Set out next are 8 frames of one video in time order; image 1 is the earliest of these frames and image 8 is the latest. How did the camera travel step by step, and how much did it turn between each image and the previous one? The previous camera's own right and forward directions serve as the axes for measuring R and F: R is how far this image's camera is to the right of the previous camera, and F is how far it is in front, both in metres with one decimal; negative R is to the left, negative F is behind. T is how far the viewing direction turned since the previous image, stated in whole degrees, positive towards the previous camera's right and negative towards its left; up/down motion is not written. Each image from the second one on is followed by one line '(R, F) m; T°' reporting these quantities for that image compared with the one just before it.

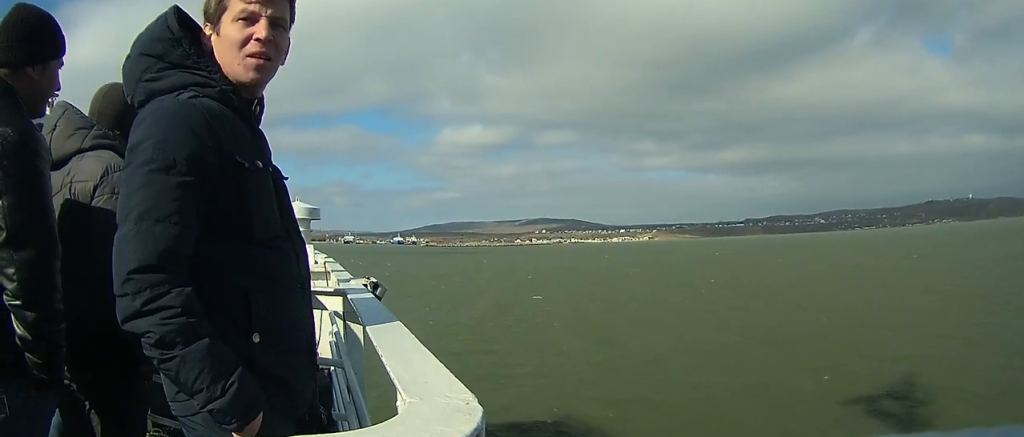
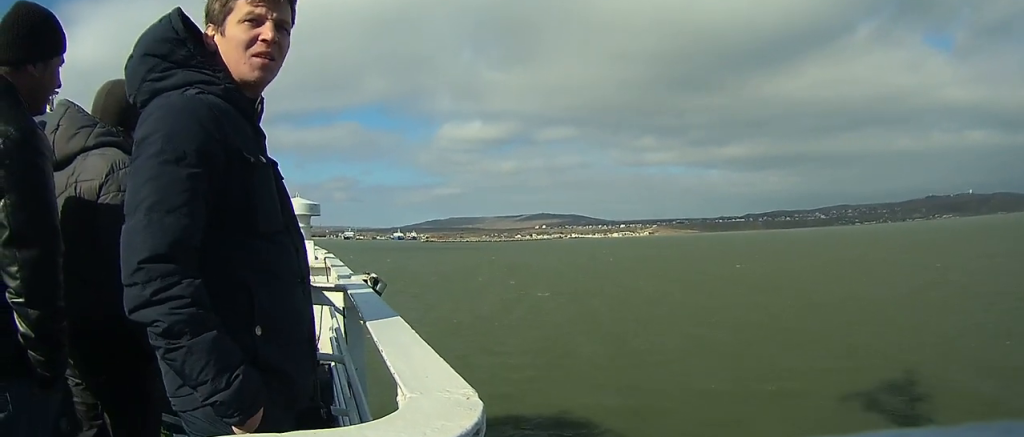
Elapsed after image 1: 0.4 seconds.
(0.0, +1.9) m; 0°
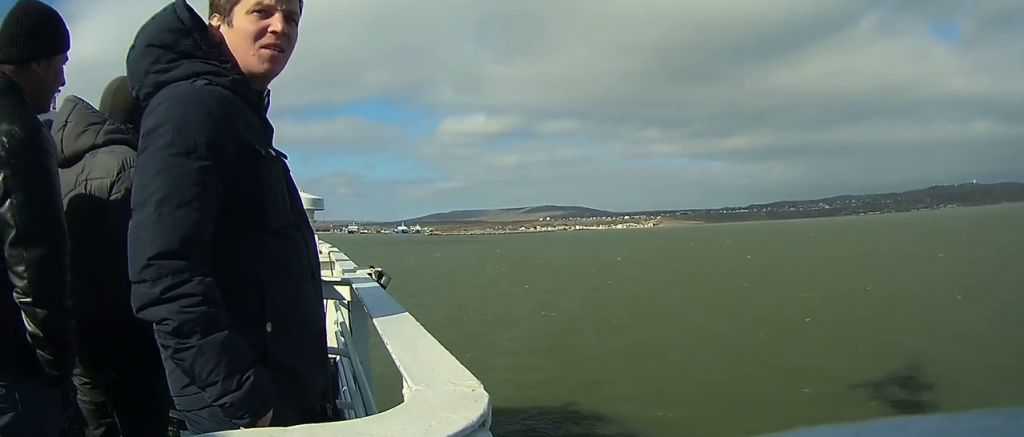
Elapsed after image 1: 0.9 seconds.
(0.0, +2.0) m; -1°
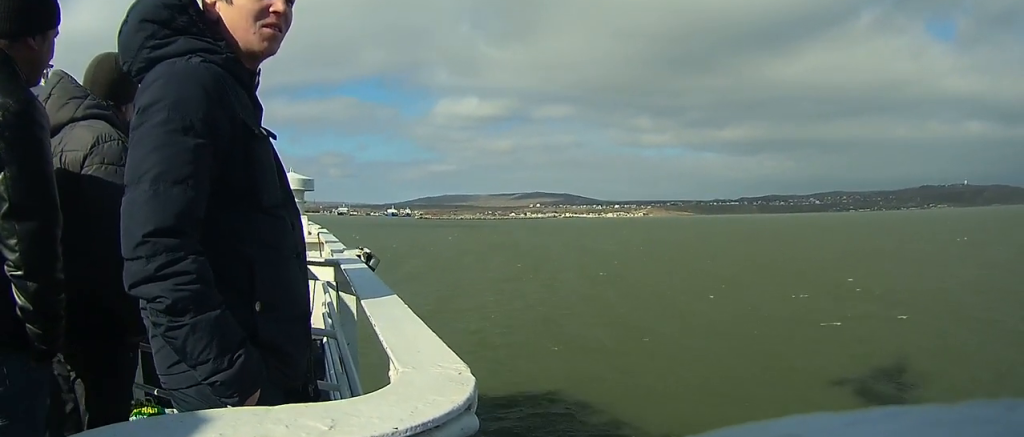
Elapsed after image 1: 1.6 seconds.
(0.0, +3.2) m; -1°
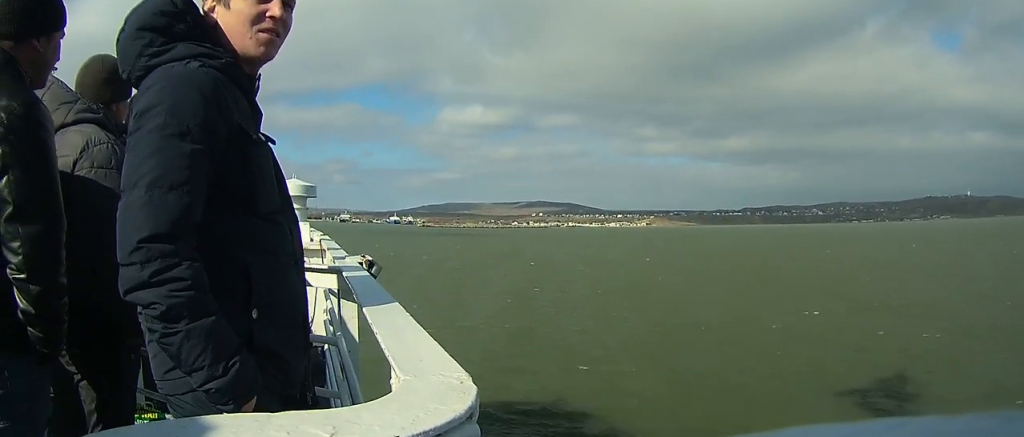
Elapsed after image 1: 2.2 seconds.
(0.0, +2.5) m; 0°
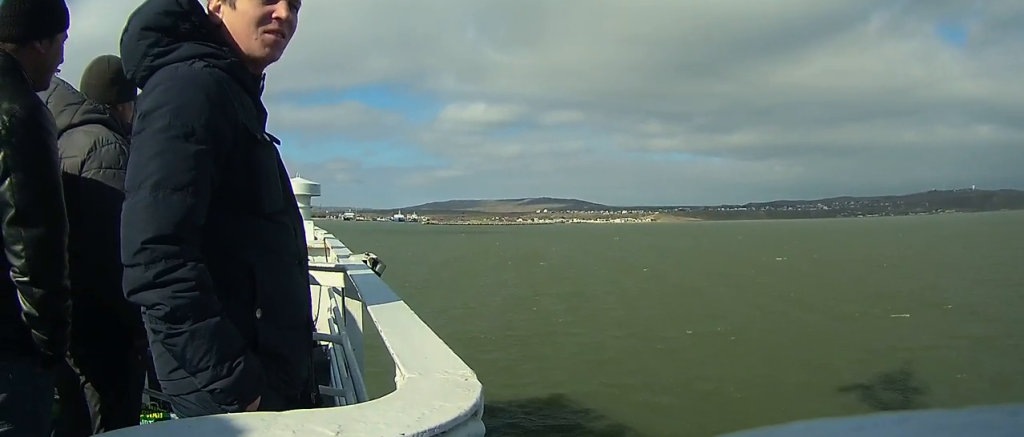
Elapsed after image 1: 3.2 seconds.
(0.0, +4.4) m; 0°
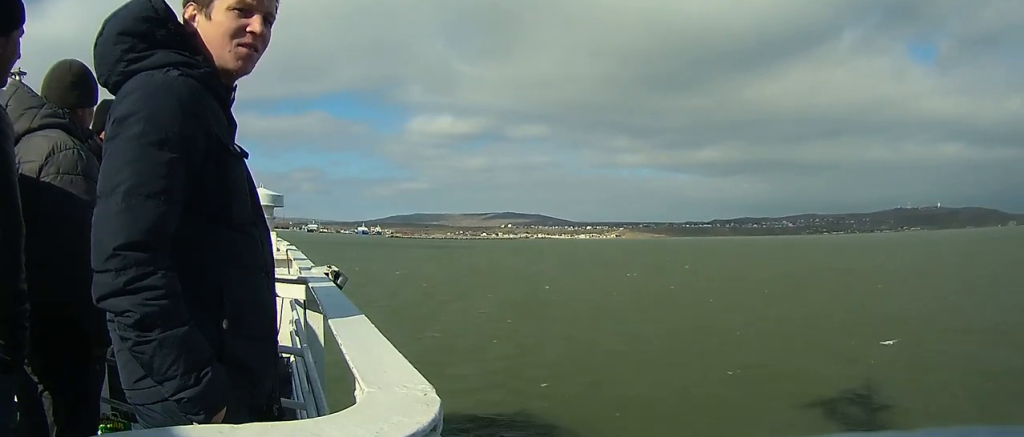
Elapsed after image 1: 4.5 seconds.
(0.0, +5.6) m; 0°
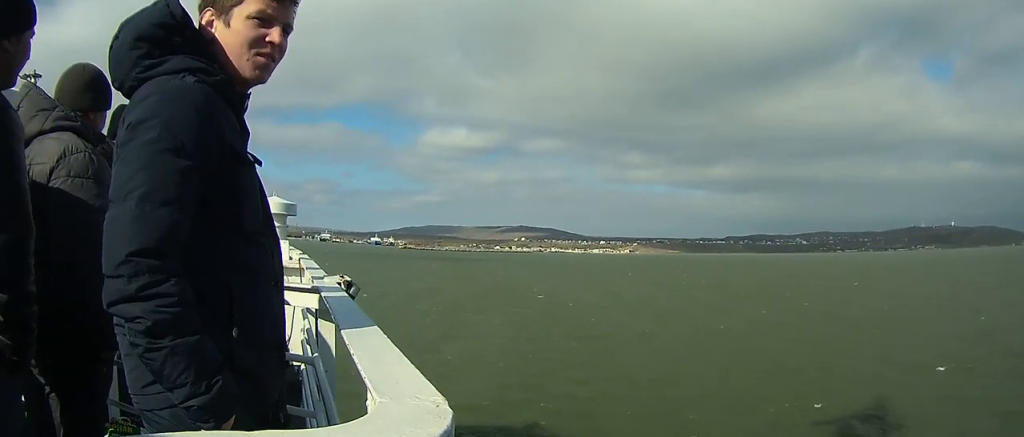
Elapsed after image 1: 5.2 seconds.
(0.0, +3.0) m; 0°
